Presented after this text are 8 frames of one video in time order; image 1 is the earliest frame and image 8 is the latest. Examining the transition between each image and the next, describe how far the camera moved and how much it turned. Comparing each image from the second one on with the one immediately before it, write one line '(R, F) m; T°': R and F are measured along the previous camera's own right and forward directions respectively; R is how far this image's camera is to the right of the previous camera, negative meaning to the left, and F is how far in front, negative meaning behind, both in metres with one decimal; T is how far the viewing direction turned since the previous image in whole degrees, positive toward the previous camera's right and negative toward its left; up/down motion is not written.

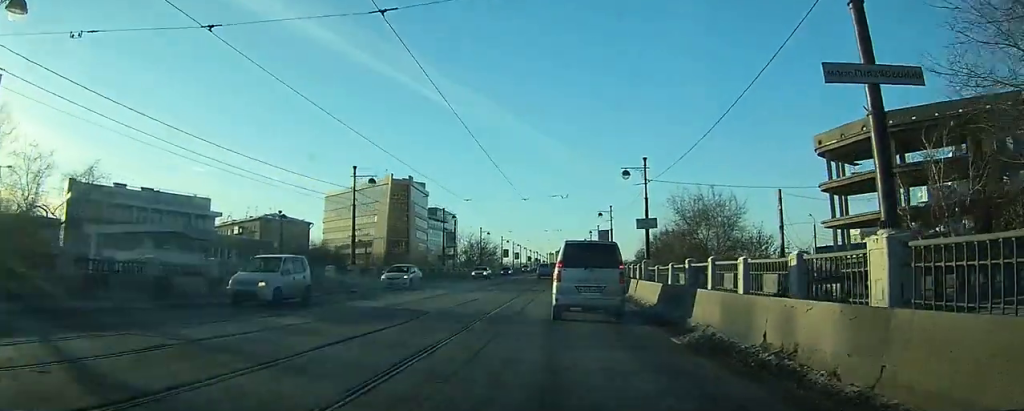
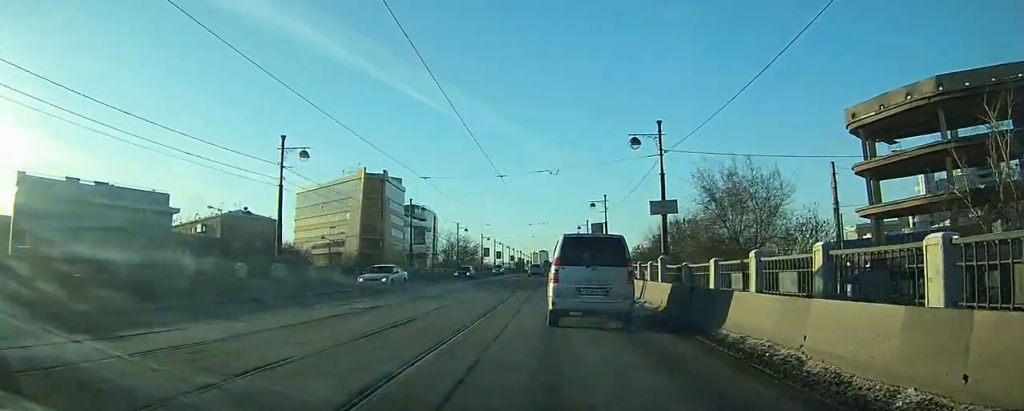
(+0.1, +9.8) m; 0°
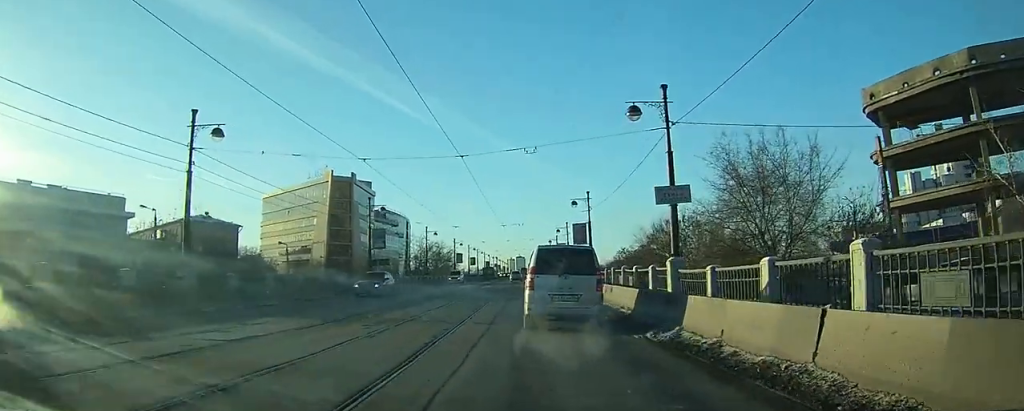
(+0.6, +8.4) m; +6°
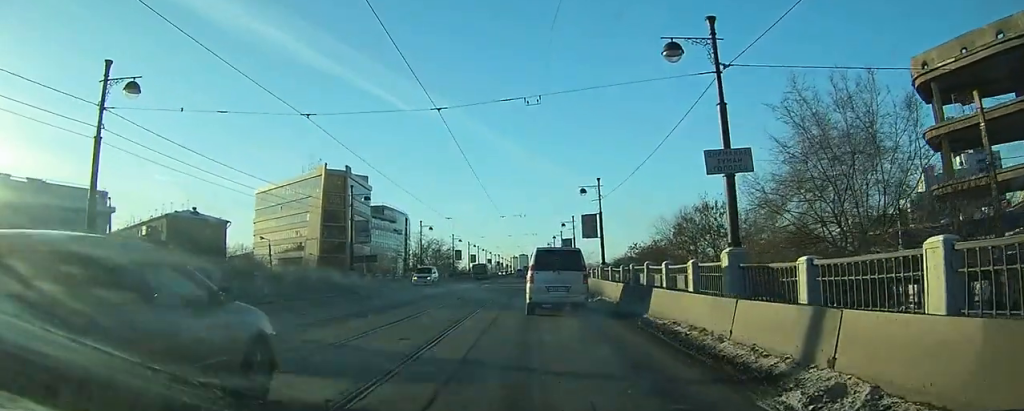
(+0.1, +6.7) m; -1°
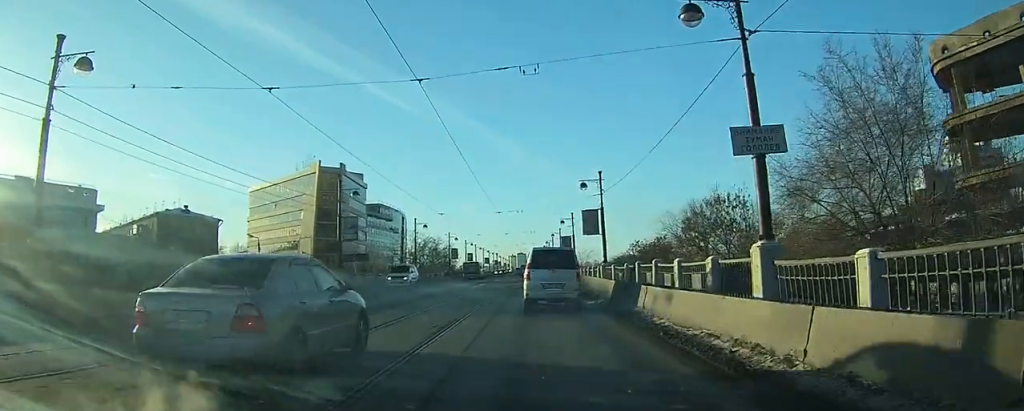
(-0.1, +2.4) m; 0°
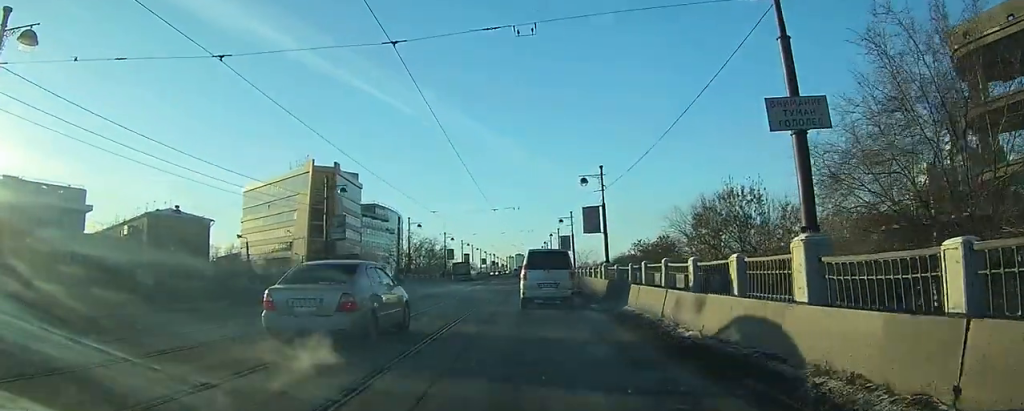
(-0.1, +2.3) m; 0°
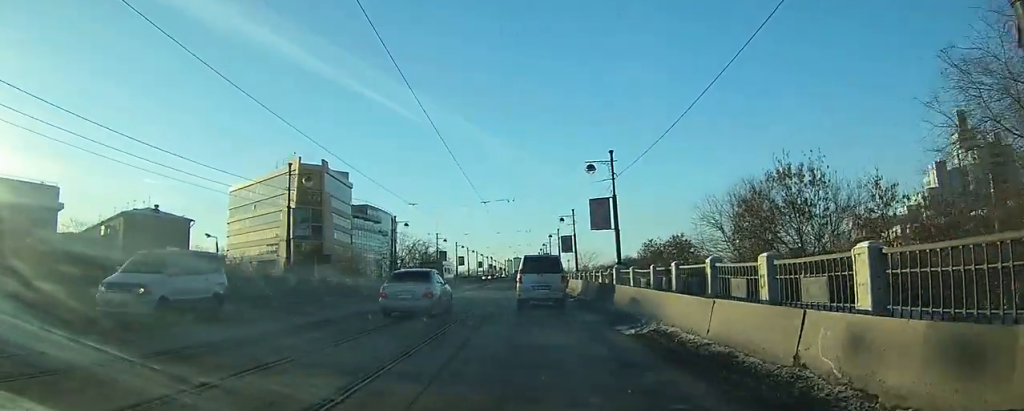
(+0.2, +6.2) m; +1°
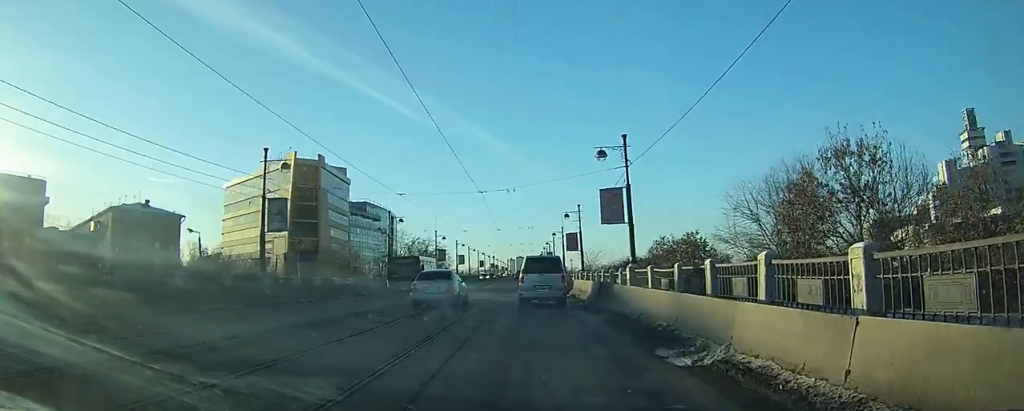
(0.0, +3.8) m; -1°
